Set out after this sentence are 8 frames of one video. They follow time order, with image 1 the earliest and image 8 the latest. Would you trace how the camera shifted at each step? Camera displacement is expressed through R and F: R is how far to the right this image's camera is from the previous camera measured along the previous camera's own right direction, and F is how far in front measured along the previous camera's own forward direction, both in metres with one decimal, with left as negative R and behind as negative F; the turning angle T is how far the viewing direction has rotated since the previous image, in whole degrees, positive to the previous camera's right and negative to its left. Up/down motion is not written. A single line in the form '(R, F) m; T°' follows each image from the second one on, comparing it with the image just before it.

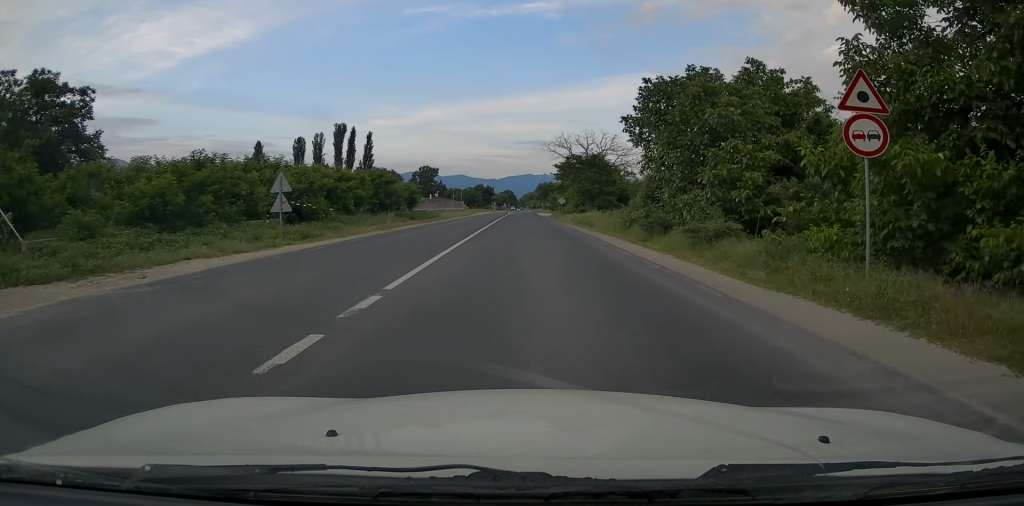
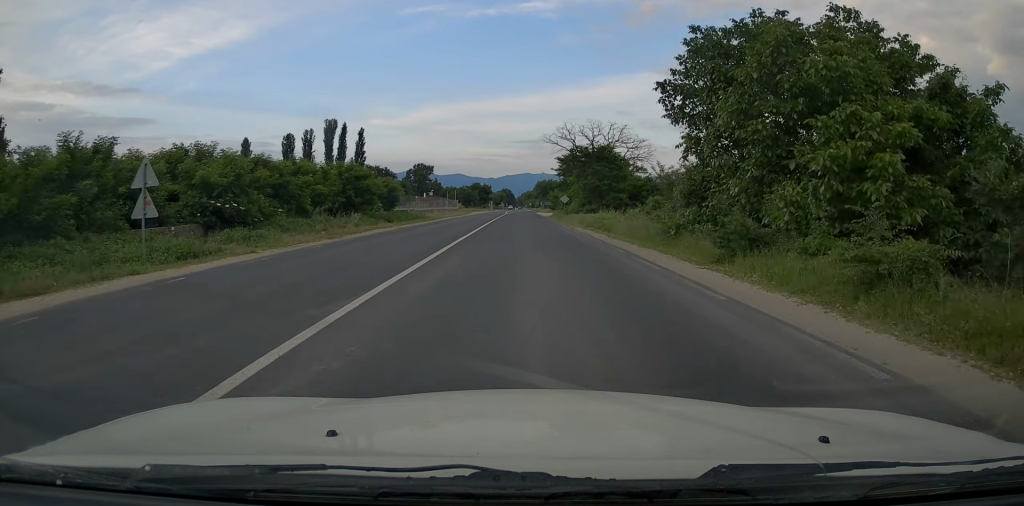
(-0.1, +8.3) m; 0°
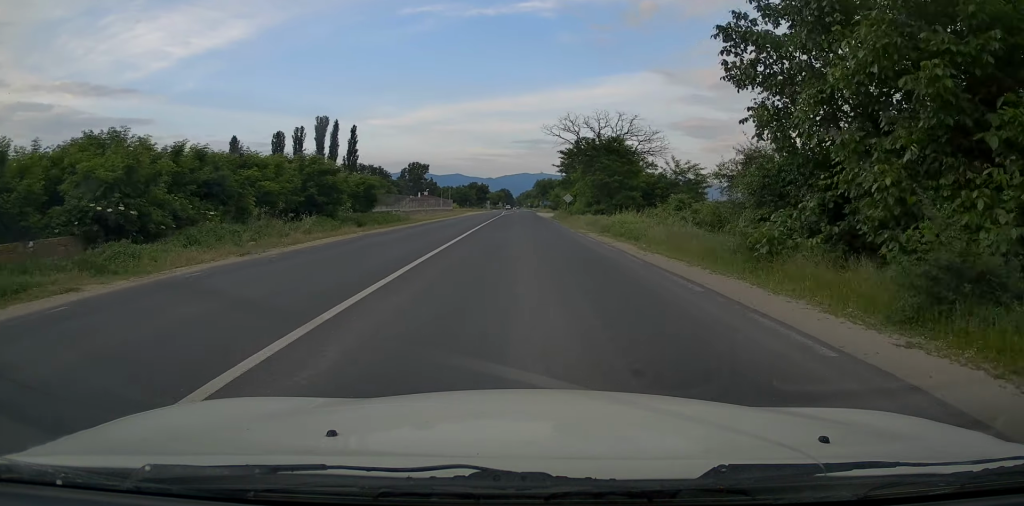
(+0.1, +7.1) m; 0°
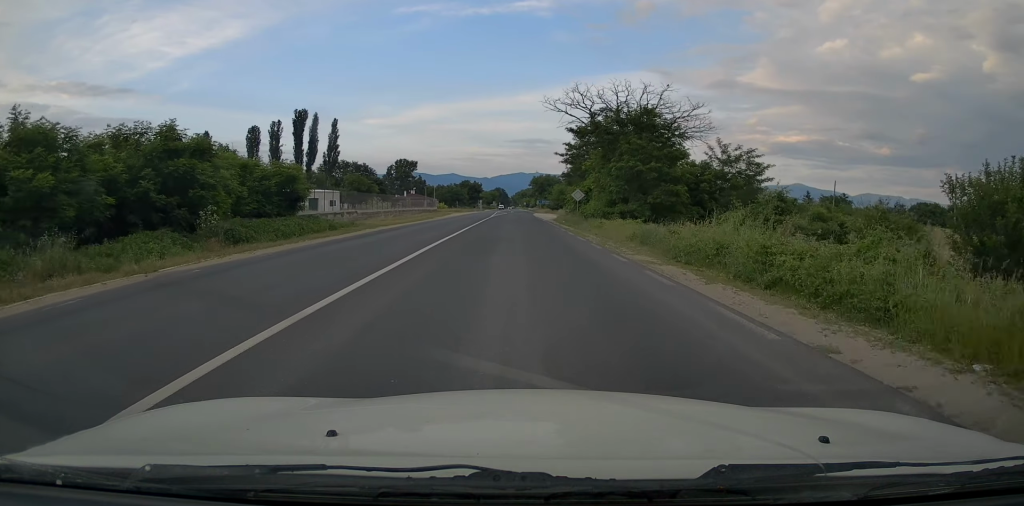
(0.0, +15.2) m; 0°
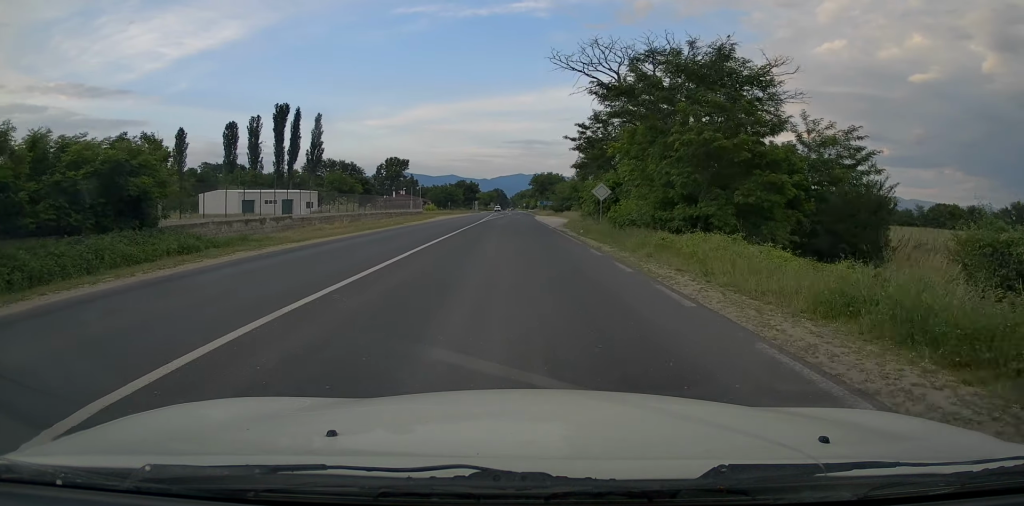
(-0.1, +14.0) m; -1°
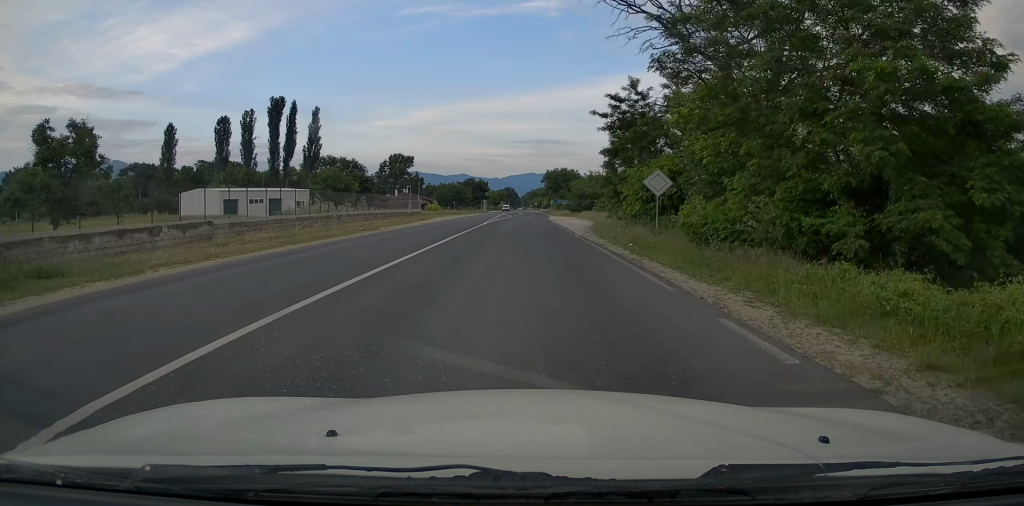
(-0.1, +10.7) m; 0°
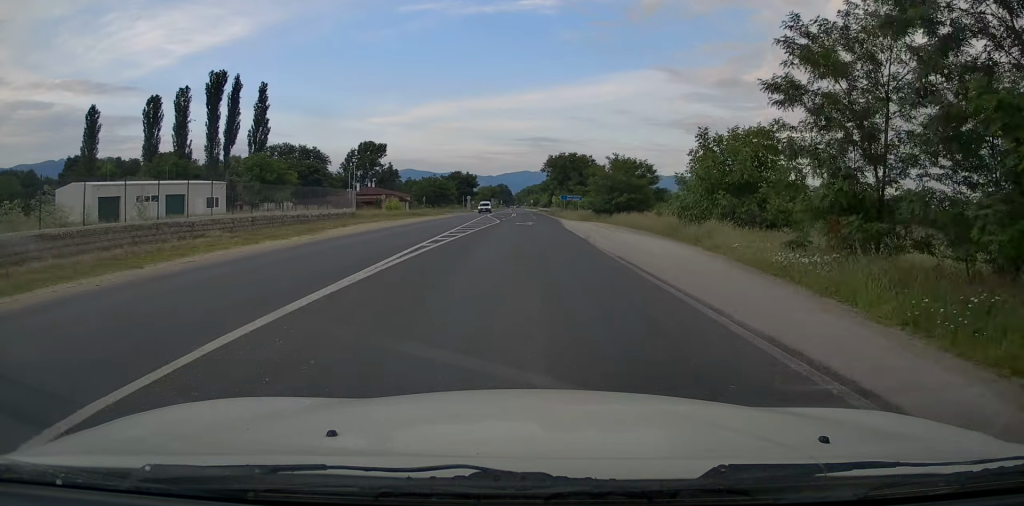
(0.0, +29.7) m; 0°
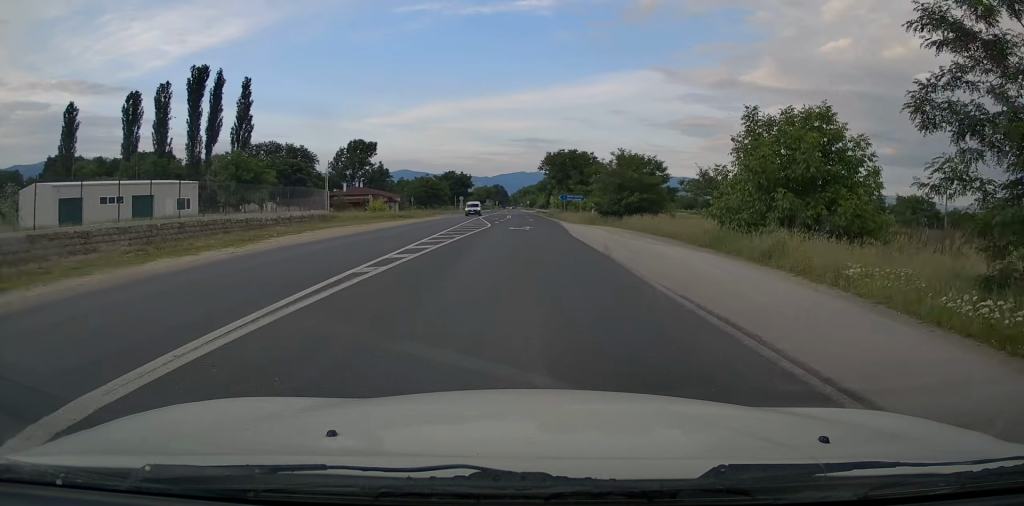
(0.0, +6.3) m; 0°
